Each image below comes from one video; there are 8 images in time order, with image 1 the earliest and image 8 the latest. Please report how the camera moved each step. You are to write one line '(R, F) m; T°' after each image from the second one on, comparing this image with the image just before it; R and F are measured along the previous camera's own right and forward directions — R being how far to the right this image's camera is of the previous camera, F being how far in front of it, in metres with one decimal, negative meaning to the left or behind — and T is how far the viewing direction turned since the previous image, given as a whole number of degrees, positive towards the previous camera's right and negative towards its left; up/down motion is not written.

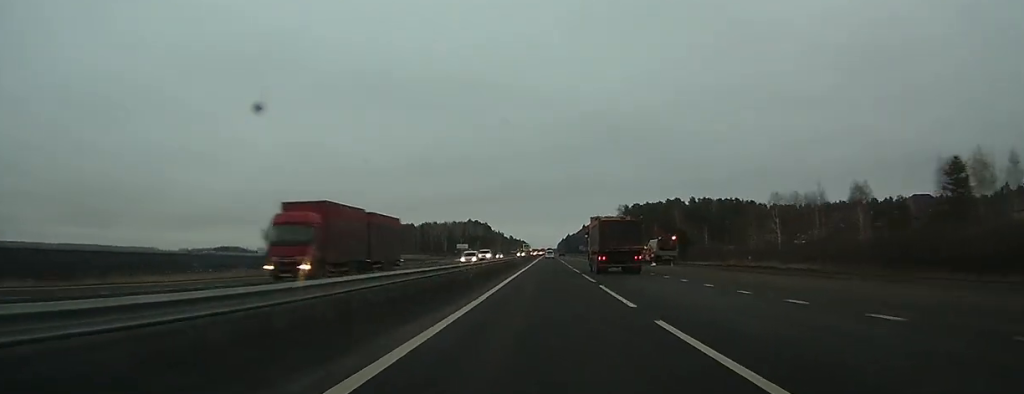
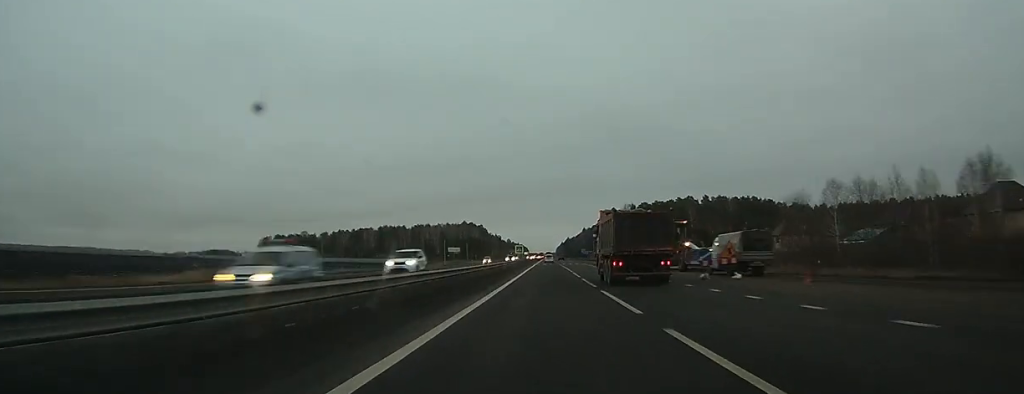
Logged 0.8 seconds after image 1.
(0.0, +25.0) m; 0°
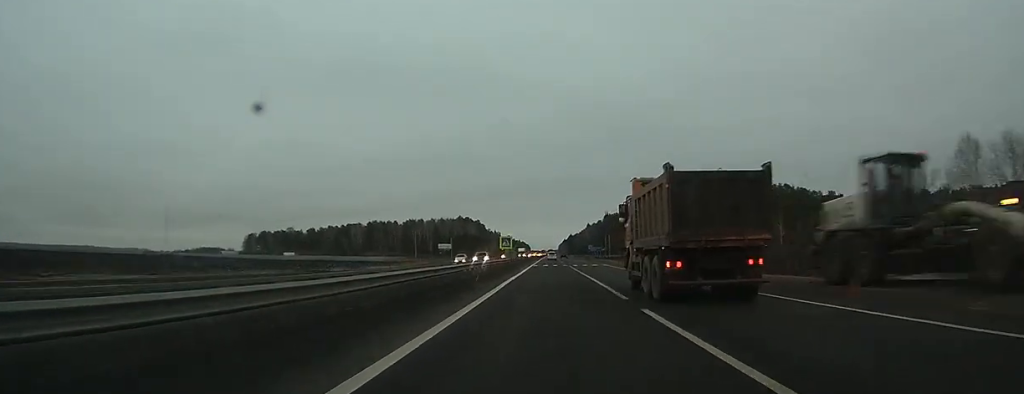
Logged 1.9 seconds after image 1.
(-0.1, +32.8) m; 0°
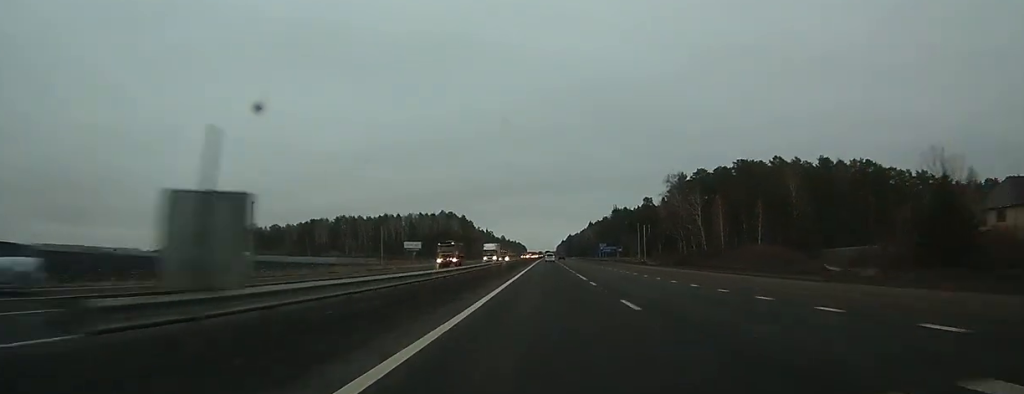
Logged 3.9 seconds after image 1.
(-0.2, +60.9) m; 0°
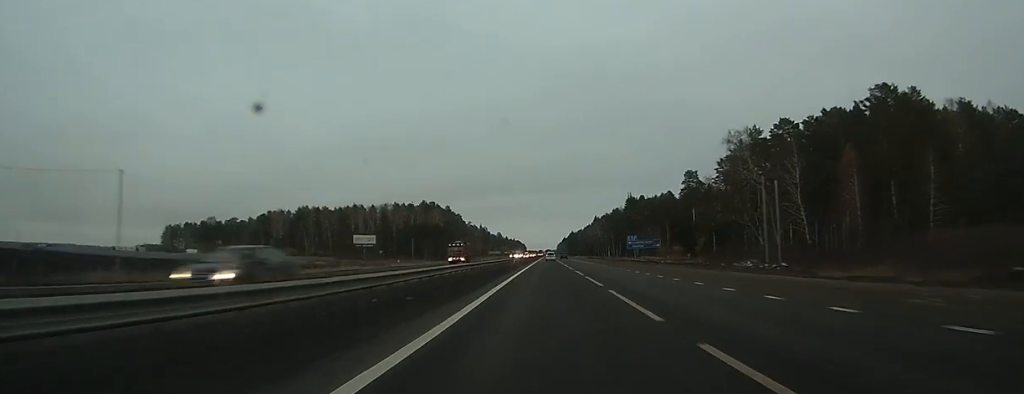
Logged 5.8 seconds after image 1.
(+0.1, +57.7) m; 0°
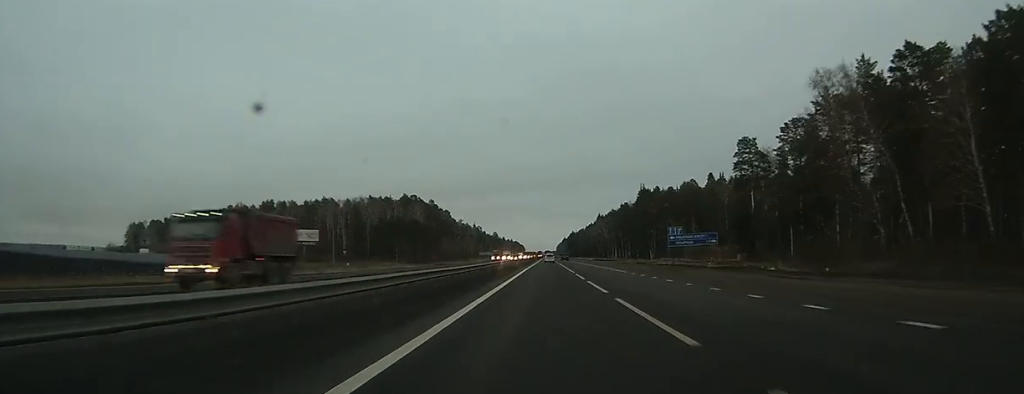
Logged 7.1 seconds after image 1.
(+0.1, +39.4) m; 0°
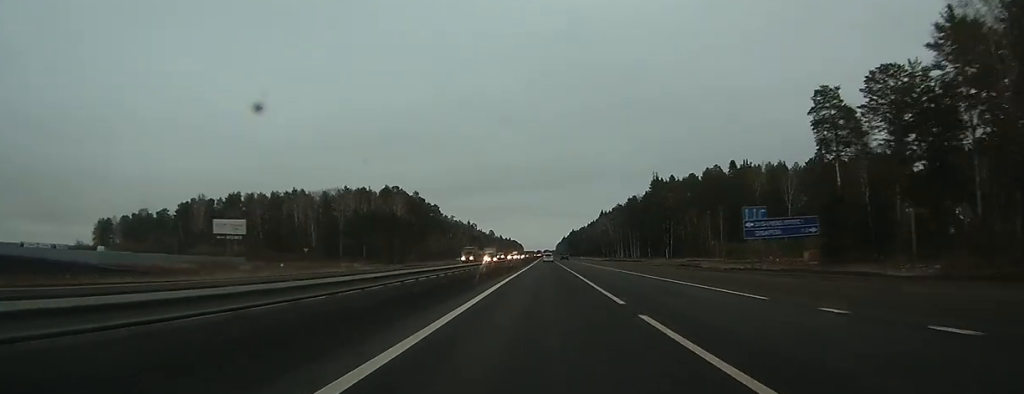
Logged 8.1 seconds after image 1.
(+0.1, +29.2) m; 0°
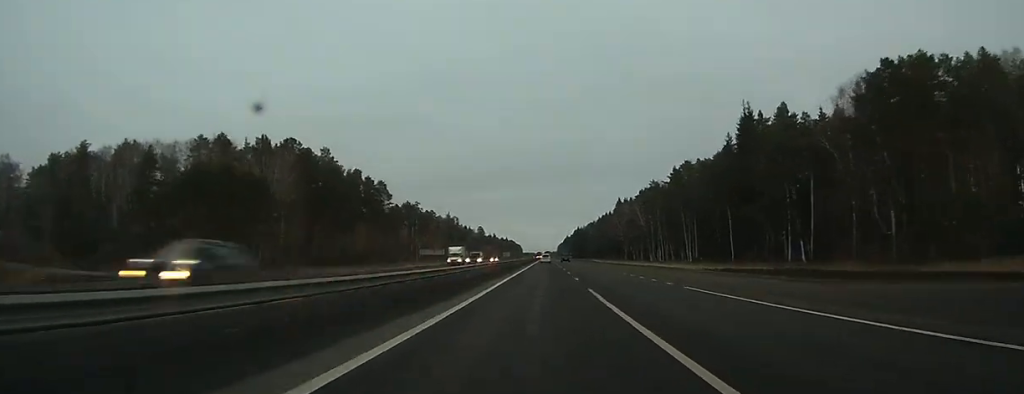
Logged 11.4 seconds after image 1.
(+0.1, +95.0) m; 0°
